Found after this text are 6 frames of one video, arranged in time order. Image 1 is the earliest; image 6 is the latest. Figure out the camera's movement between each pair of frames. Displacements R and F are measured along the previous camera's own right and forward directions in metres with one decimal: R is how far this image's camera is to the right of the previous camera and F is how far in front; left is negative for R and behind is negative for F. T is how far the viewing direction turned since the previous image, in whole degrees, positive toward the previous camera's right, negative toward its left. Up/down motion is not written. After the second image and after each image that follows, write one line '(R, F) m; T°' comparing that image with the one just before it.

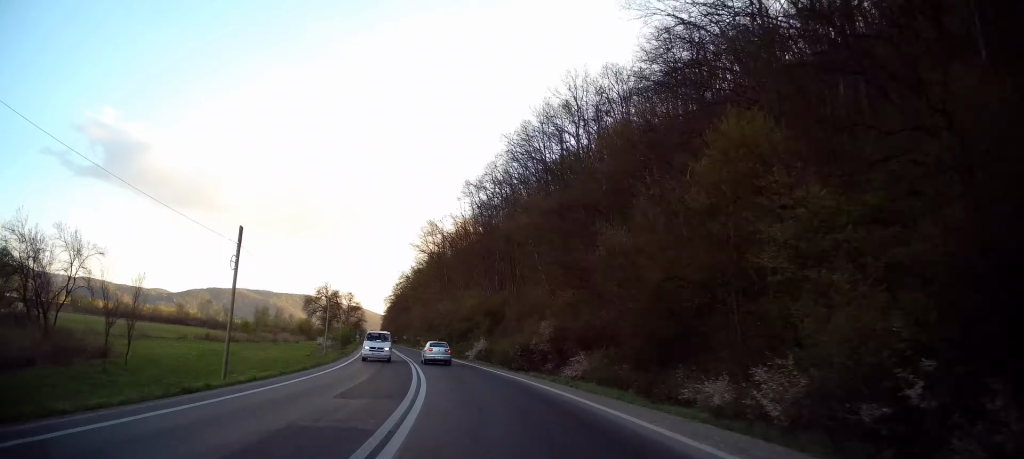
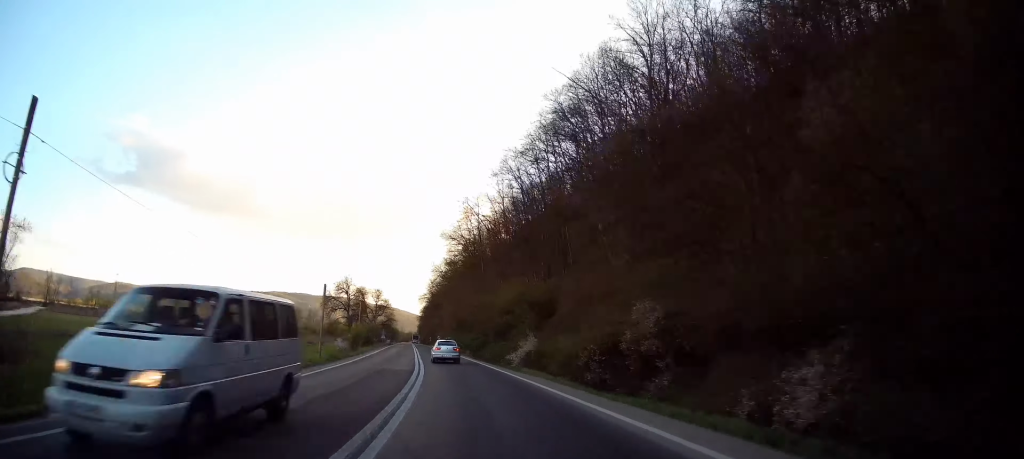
(-0.4, +13.3) m; -4°
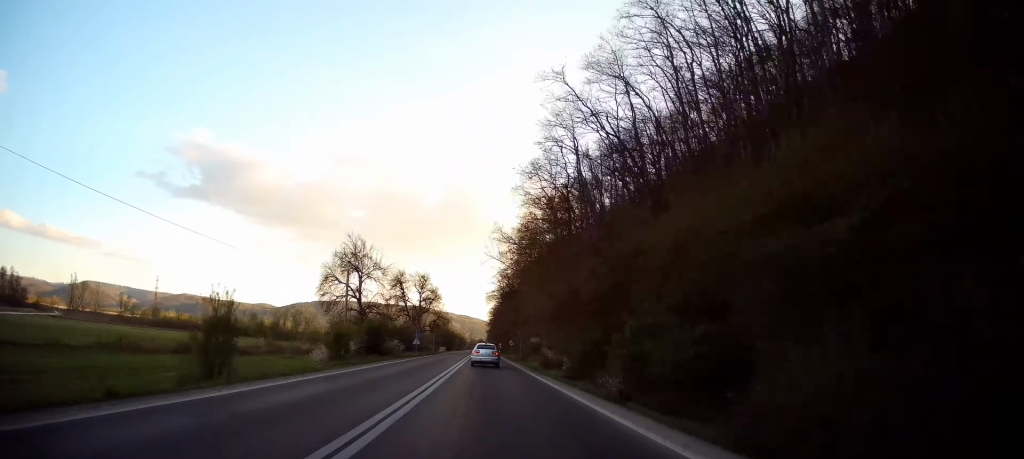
(-4.0, +38.9) m; -10°
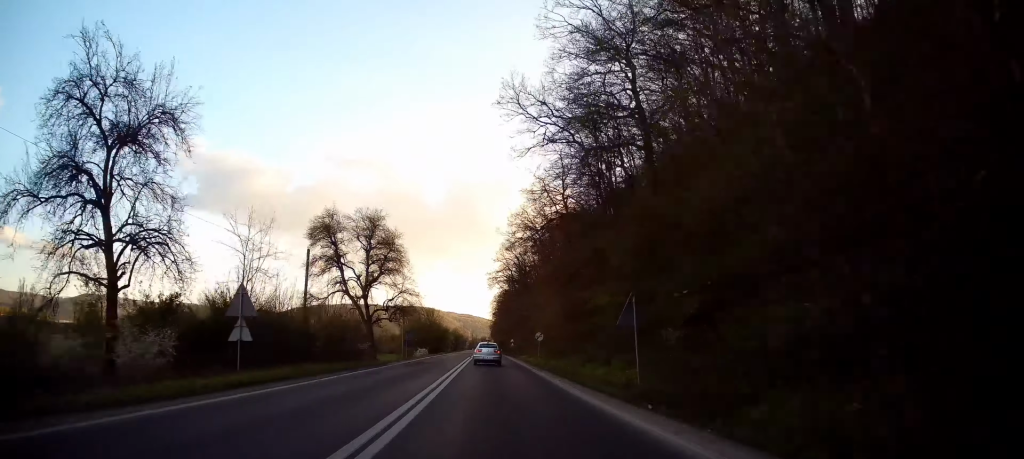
(-0.5, +43.5) m; -1°
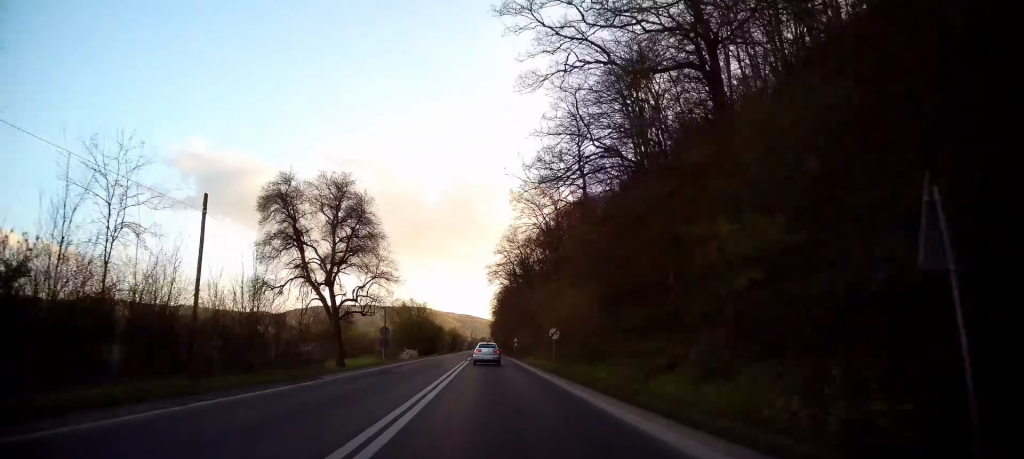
(0.0, +11.3) m; 0°
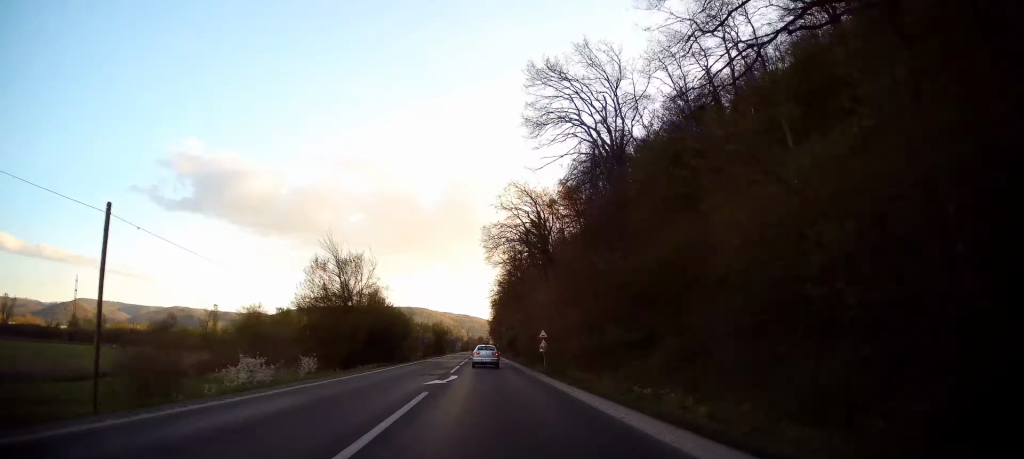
(-0.2, +39.2) m; -1°
